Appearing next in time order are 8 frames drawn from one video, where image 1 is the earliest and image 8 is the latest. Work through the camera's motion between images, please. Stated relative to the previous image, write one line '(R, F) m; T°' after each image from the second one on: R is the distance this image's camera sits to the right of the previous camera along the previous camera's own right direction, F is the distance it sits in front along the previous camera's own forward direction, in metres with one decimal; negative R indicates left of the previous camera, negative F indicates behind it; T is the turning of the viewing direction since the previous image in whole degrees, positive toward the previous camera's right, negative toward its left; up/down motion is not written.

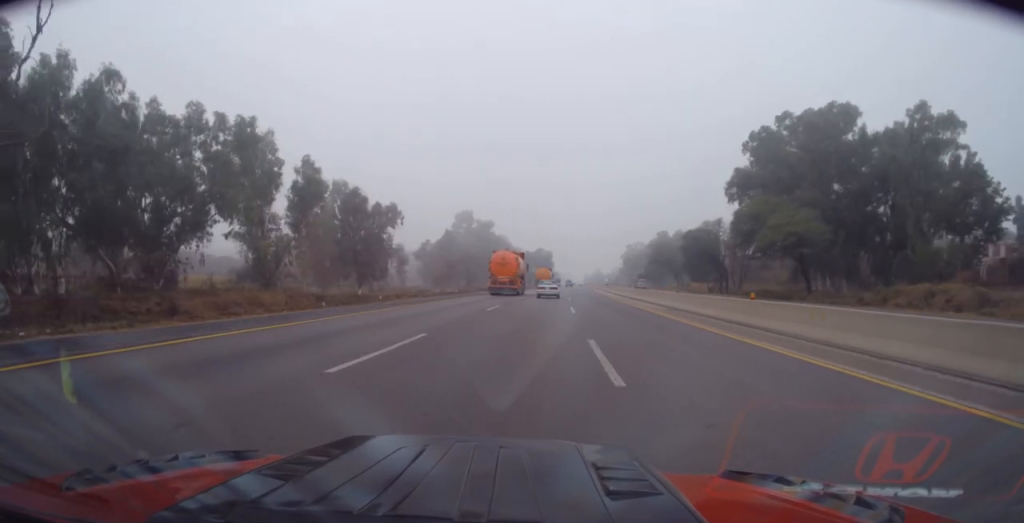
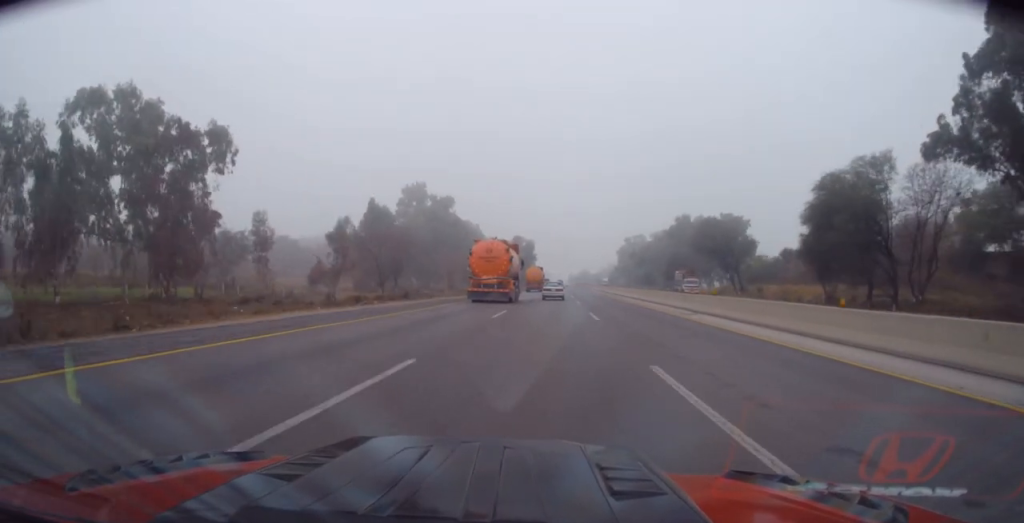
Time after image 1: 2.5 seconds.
(+1.8, +57.4) m; +3°
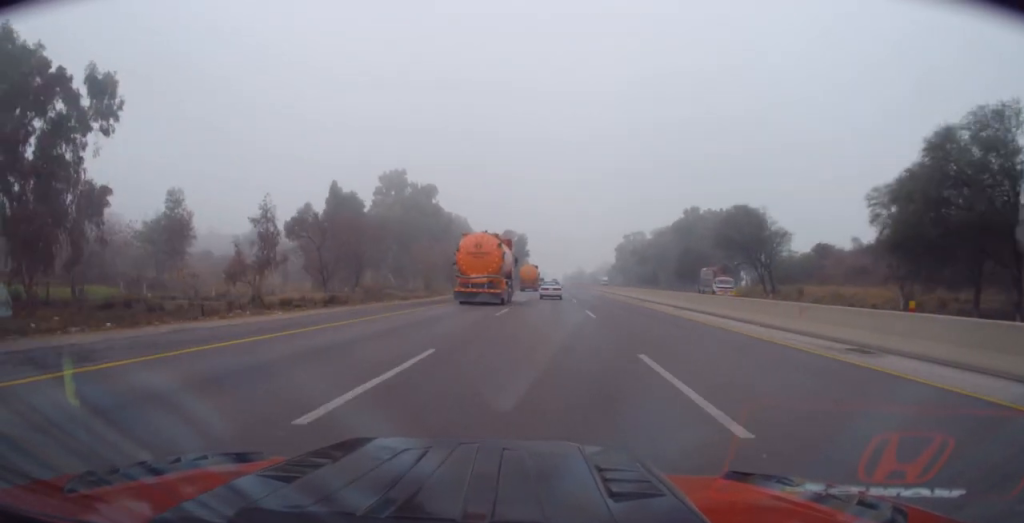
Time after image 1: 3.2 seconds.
(-0.2, +16.3) m; 0°
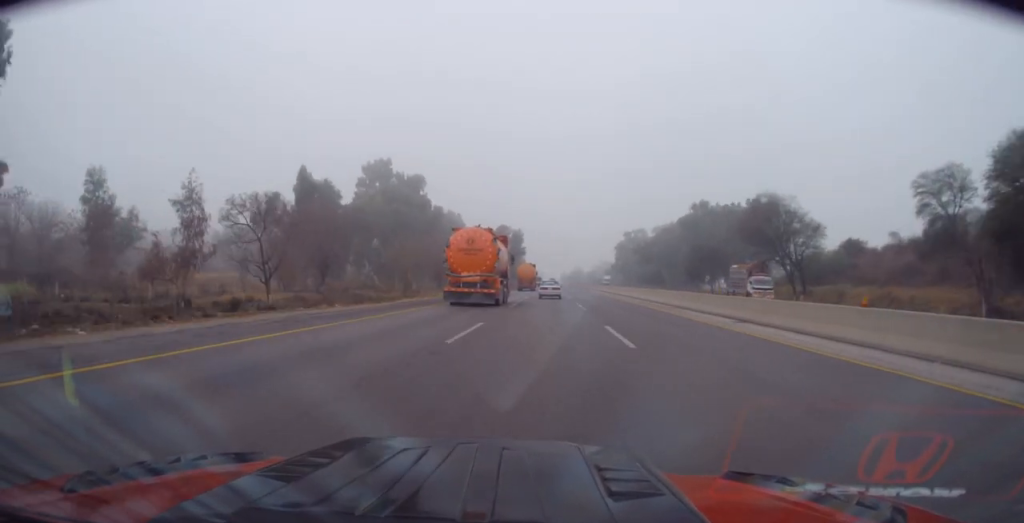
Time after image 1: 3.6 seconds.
(0.0, +10.9) m; 0°
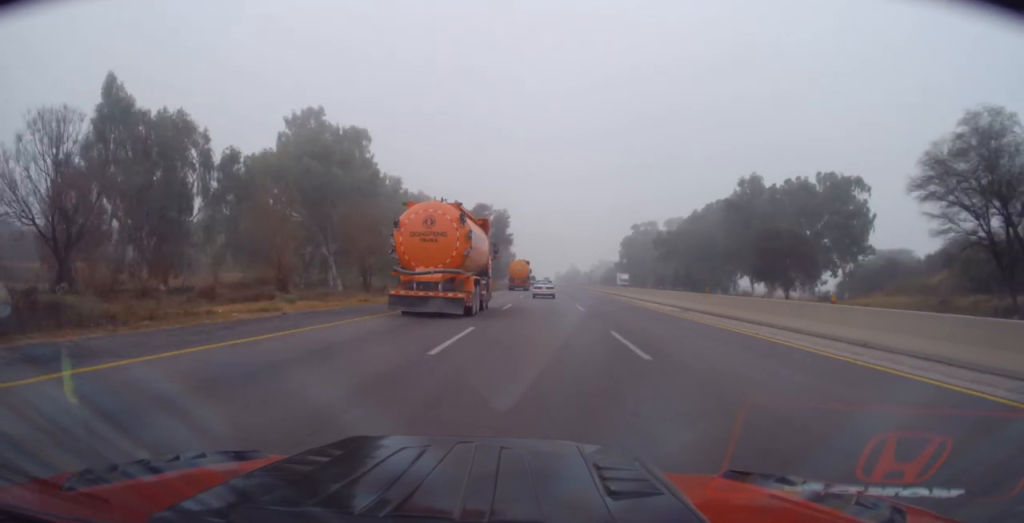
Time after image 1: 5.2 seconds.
(0.0, +37.5) m; 0°
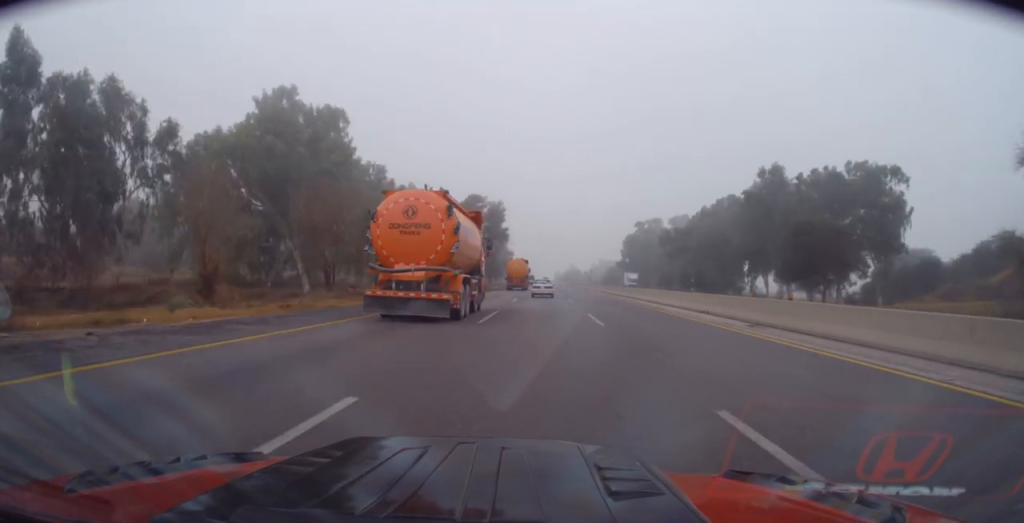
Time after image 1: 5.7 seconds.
(+0.1, +10.2) m; 0°
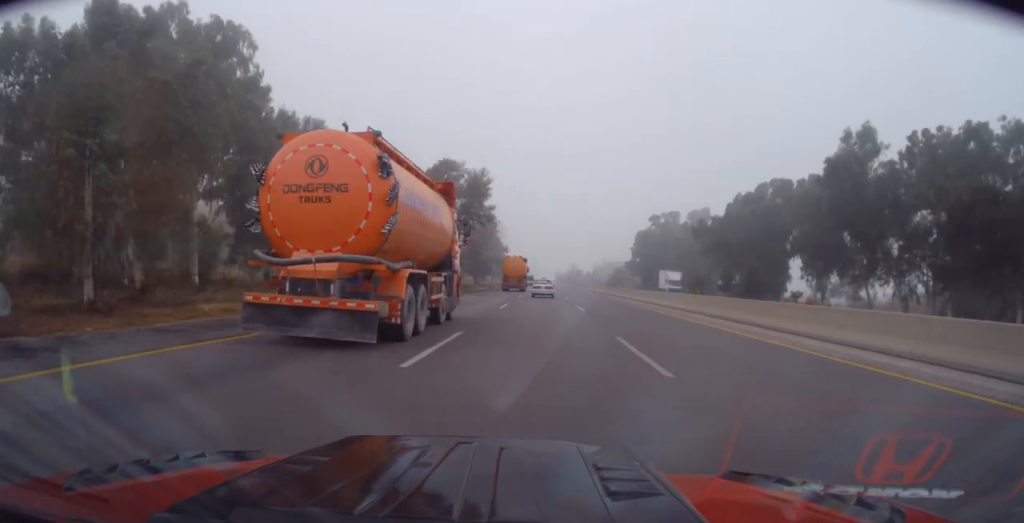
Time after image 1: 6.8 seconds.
(+0.4, +27.4) m; 0°
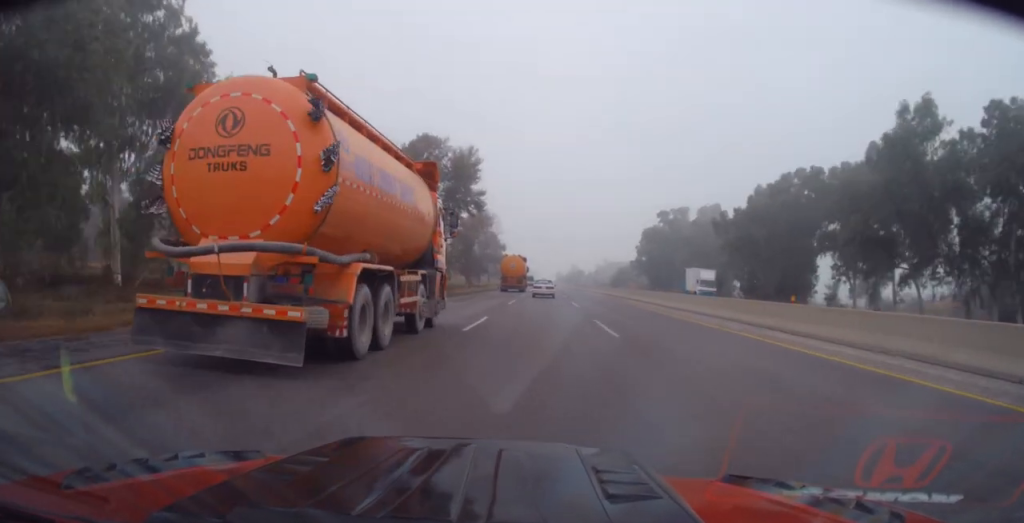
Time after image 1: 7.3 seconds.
(+0.1, +11.8) m; -1°
